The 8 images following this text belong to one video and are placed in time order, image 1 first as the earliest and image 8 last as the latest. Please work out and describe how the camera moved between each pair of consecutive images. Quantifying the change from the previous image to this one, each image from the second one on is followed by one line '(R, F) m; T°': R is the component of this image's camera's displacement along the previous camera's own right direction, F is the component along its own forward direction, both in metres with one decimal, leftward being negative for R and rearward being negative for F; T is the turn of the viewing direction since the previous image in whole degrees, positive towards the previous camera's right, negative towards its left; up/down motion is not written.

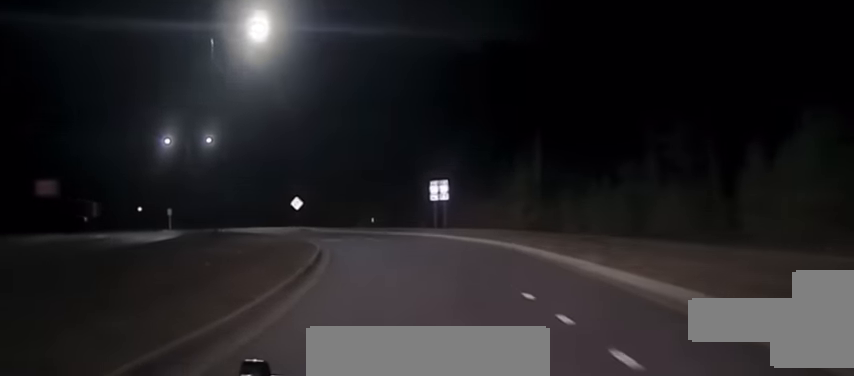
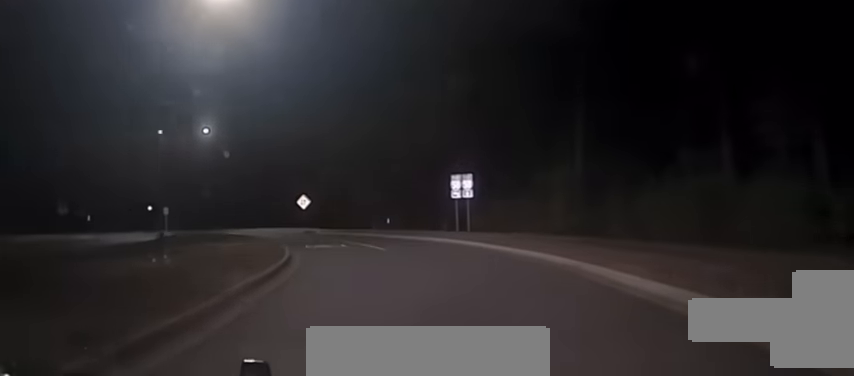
(-0.3, +7.8) m; -3°
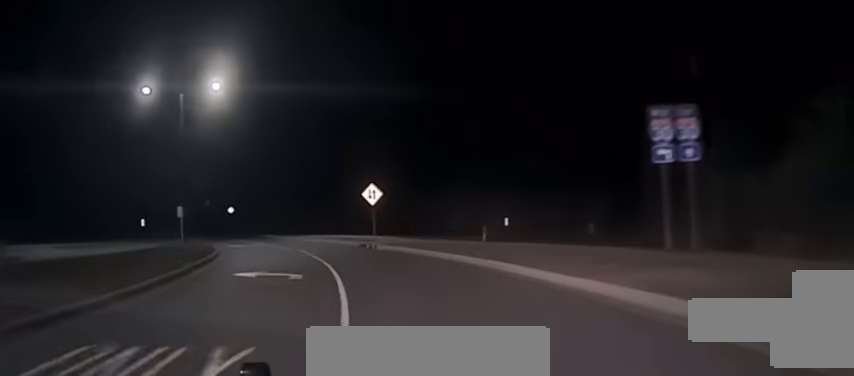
(-1.8, +25.3) m; -9°
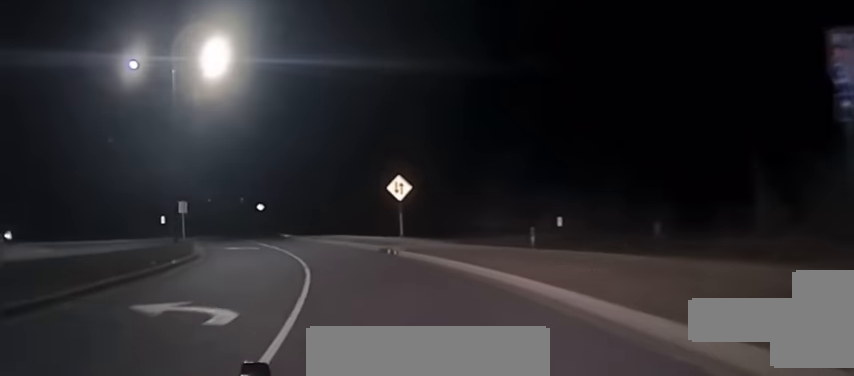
(-0.2, +7.9) m; -4°
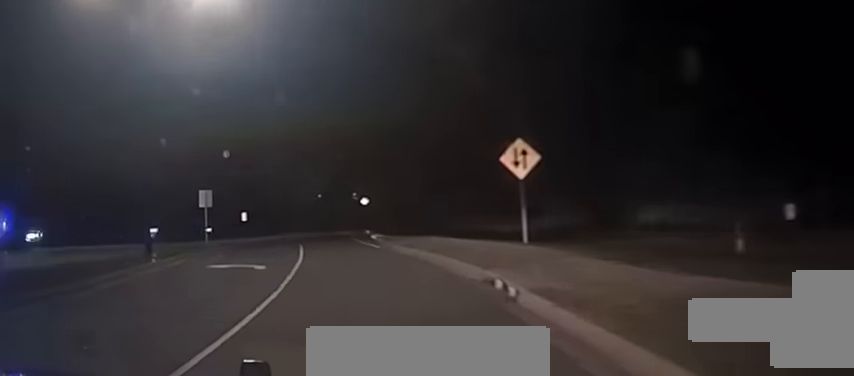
(-1.6, +18.3) m; -11°
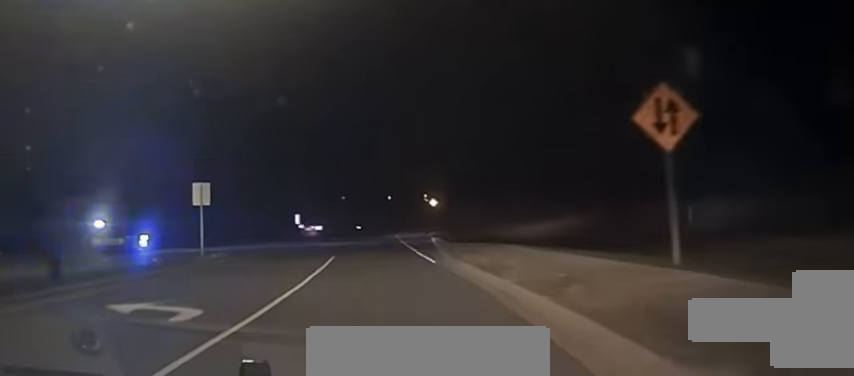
(-0.5, +10.4) m; -4°
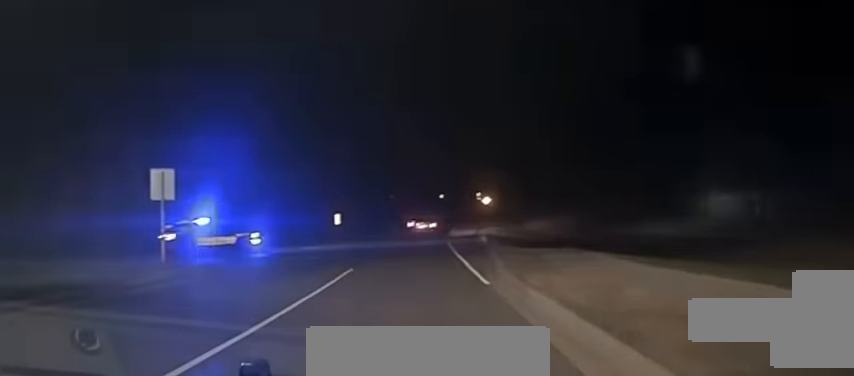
(-0.2, +7.5) m; -3°
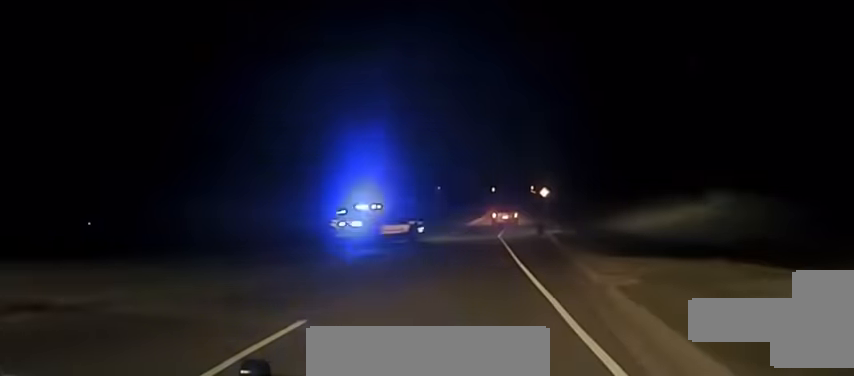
(-0.4, +10.4) m; -3°
